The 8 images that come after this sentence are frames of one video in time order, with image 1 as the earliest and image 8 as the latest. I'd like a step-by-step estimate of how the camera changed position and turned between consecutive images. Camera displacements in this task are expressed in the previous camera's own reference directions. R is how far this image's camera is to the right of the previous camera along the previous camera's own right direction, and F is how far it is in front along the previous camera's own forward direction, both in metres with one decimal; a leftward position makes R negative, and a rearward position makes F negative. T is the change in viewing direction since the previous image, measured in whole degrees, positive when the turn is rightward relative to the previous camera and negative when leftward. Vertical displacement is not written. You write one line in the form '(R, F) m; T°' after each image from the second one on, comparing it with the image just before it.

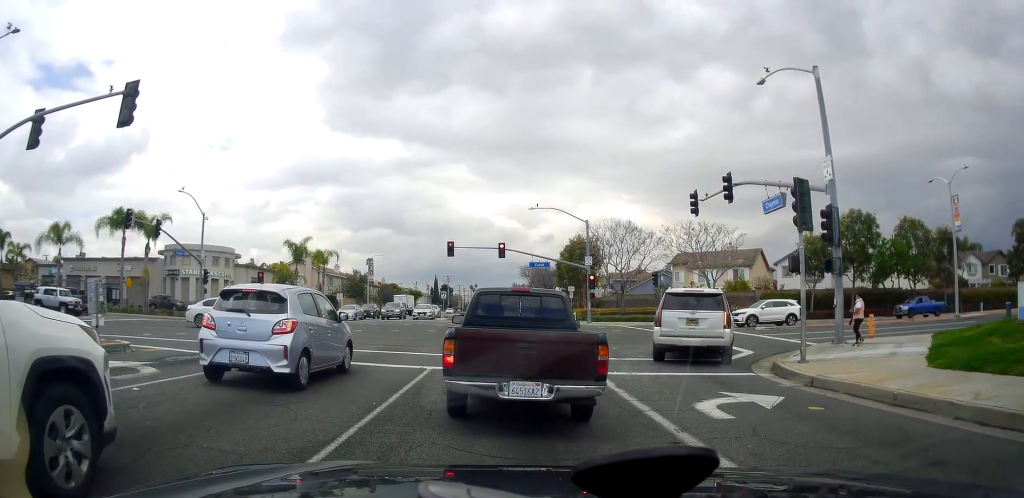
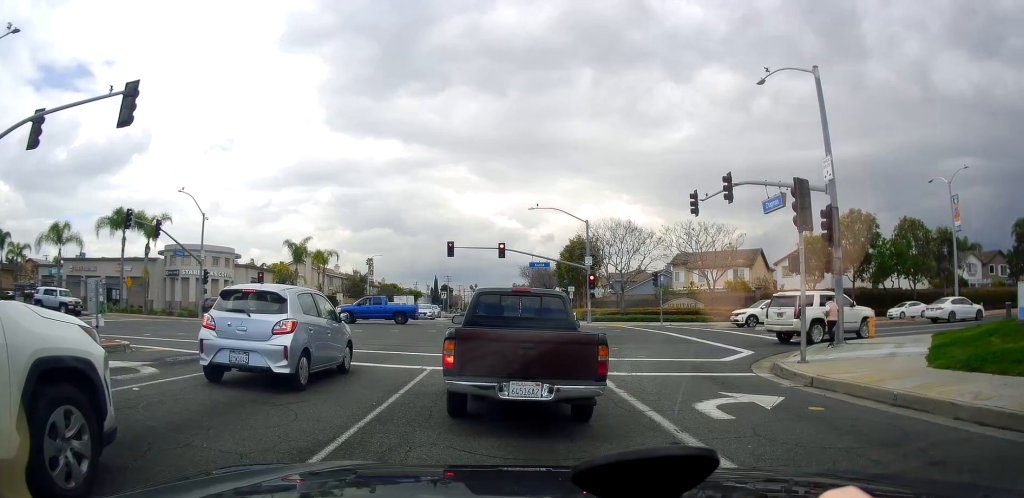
(0.0, 0.0) m; 0°
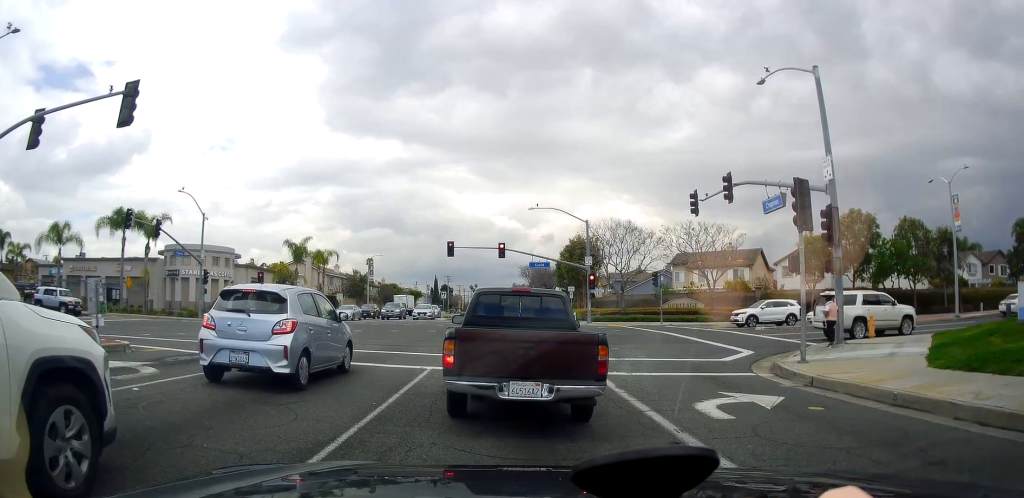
(0.0, 0.0) m; 0°
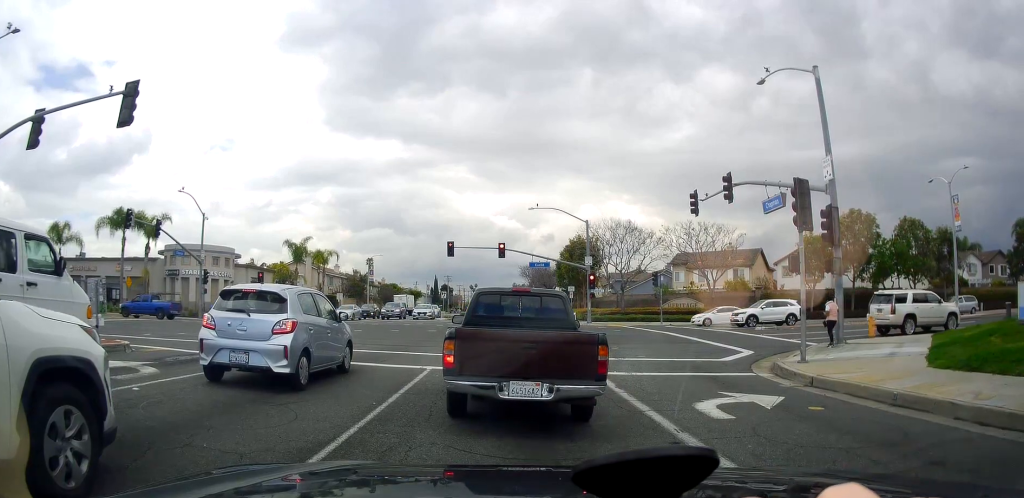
(0.0, 0.0) m; 0°
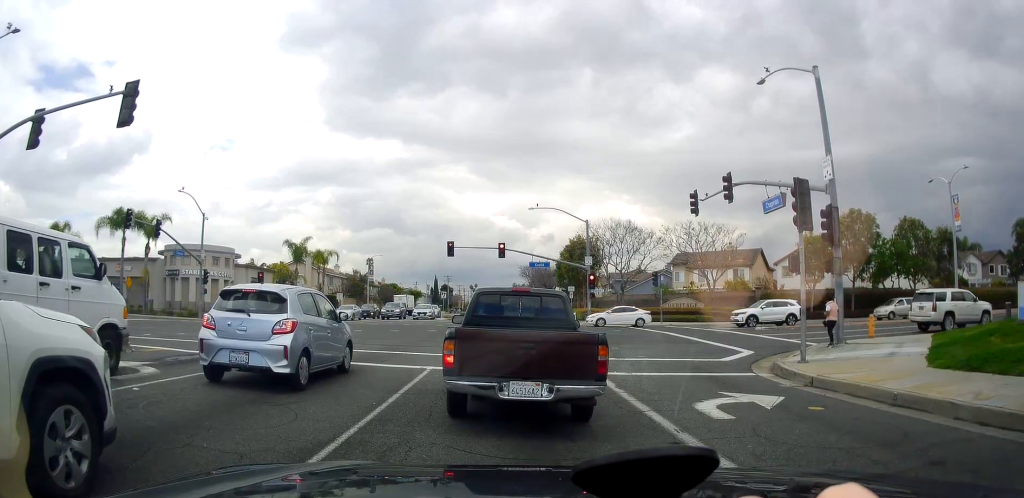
(0.0, 0.0) m; 0°
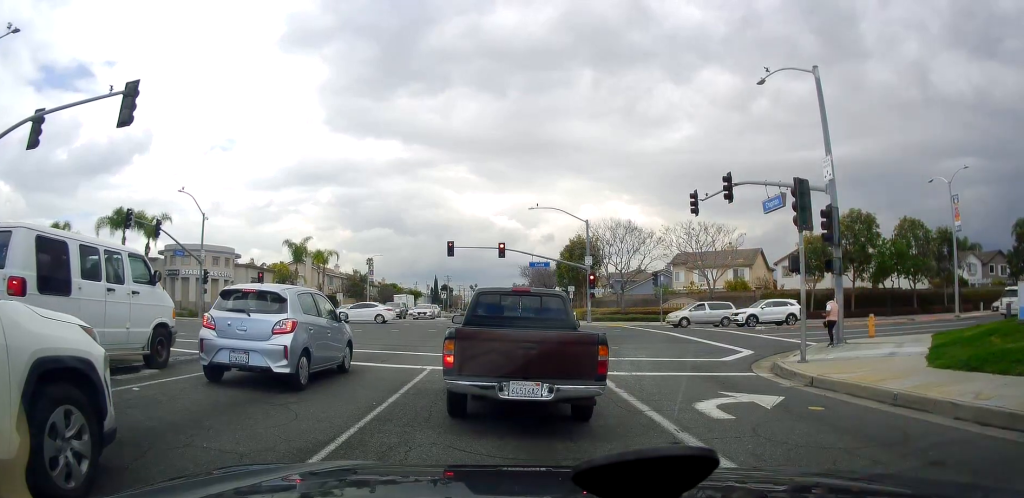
(0.0, 0.0) m; 0°
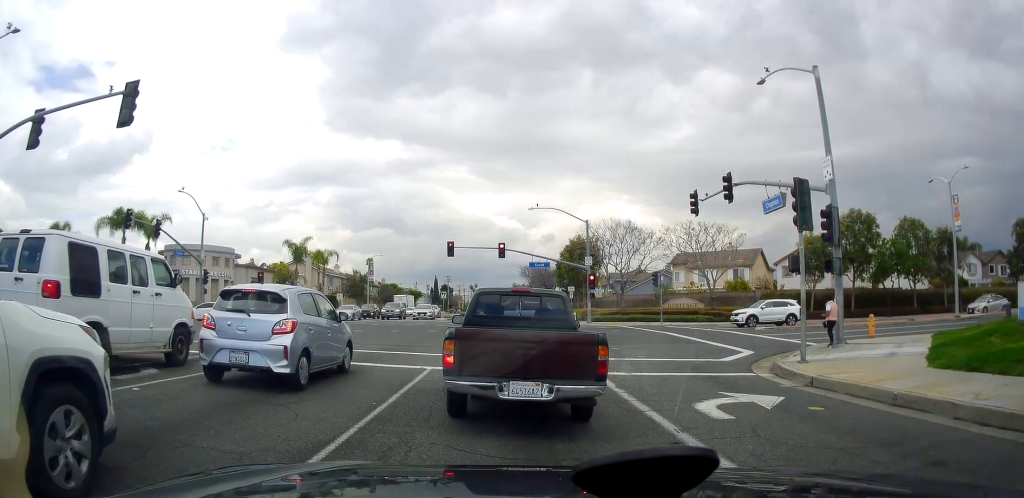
(0.0, 0.0) m; 0°
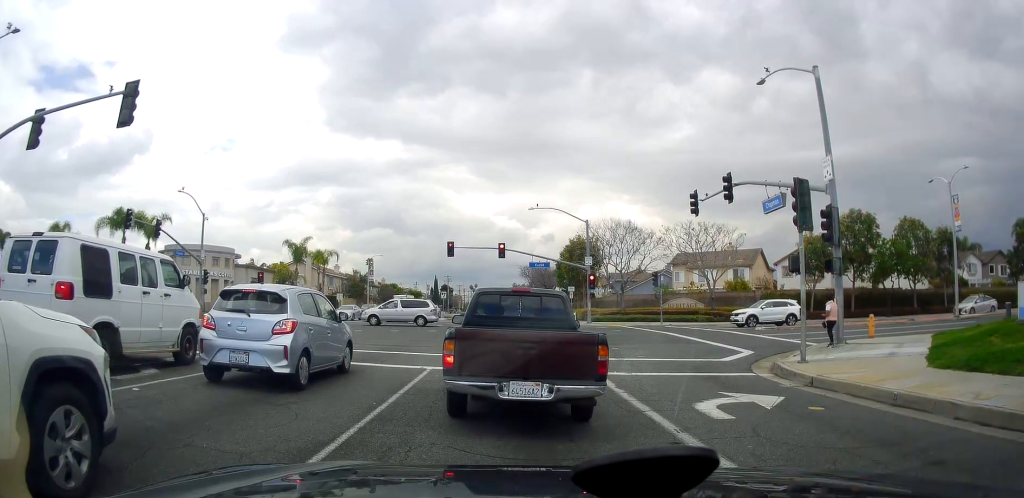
(0.0, 0.0) m; 0°
